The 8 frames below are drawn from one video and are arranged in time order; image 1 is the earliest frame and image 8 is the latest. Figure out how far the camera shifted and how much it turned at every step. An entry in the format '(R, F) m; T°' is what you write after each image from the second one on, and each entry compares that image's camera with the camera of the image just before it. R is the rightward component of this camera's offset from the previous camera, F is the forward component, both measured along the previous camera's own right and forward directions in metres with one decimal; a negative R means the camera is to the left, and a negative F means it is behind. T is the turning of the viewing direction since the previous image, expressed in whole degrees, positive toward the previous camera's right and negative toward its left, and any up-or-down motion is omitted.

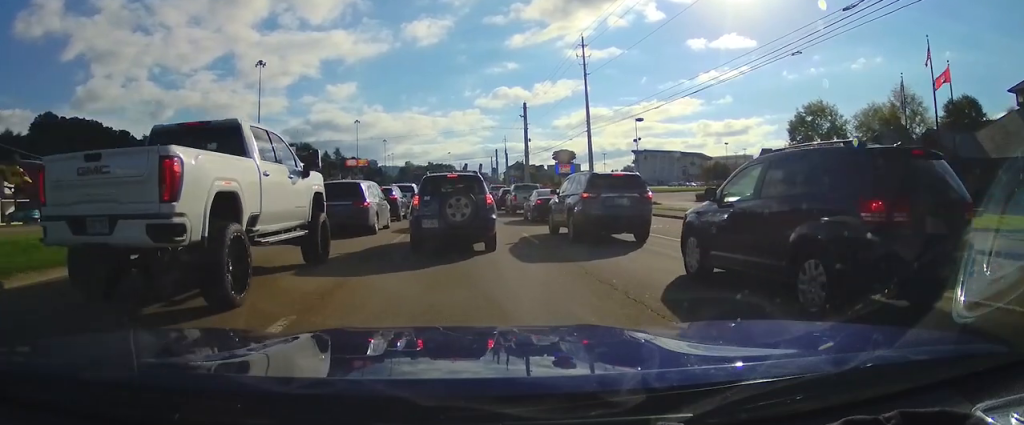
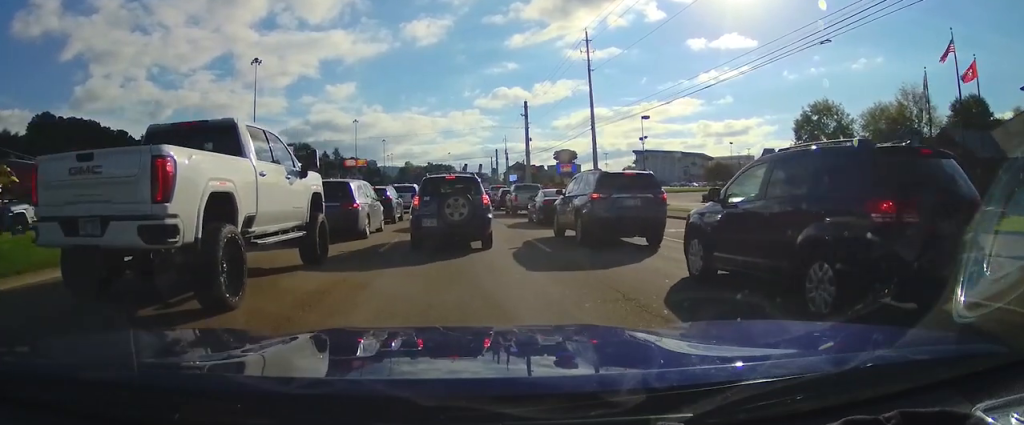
(+0.4, +3.7) m; +2°
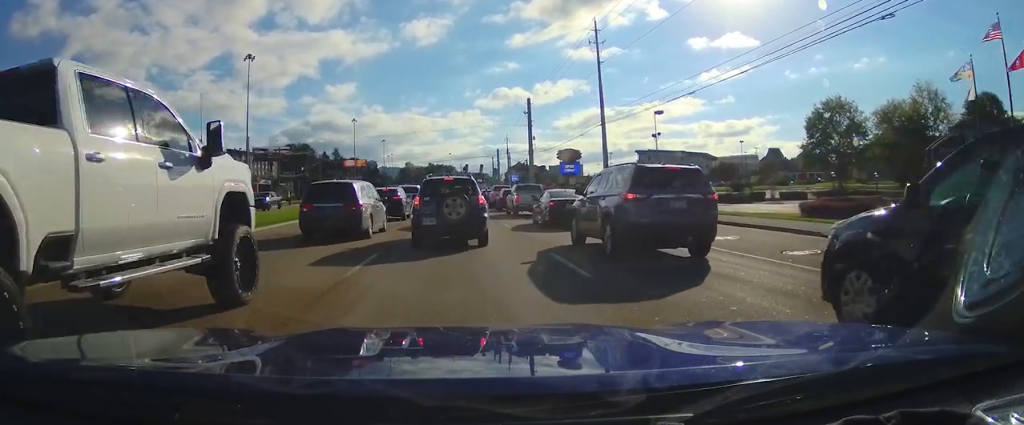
(0.0, +6.0) m; 0°
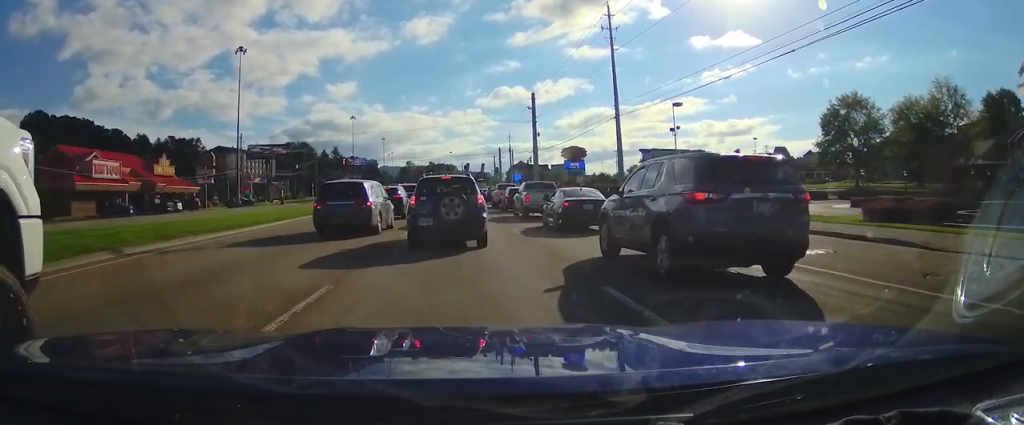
(-0.1, +5.3) m; -1°
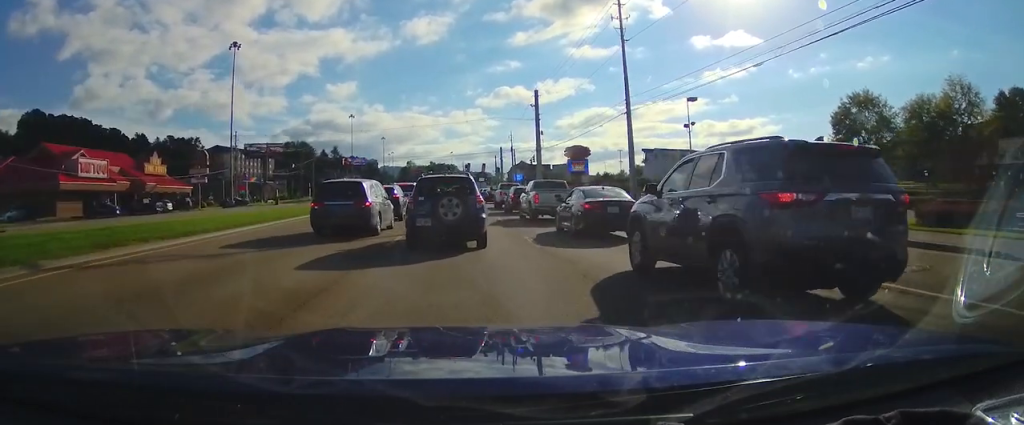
(+0.1, +4.5) m; 0°
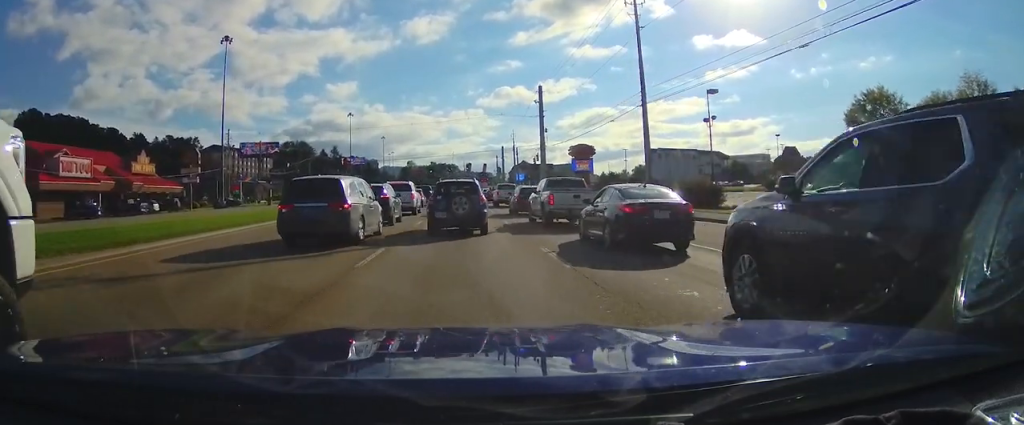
(0.0, +7.4) m; 0°
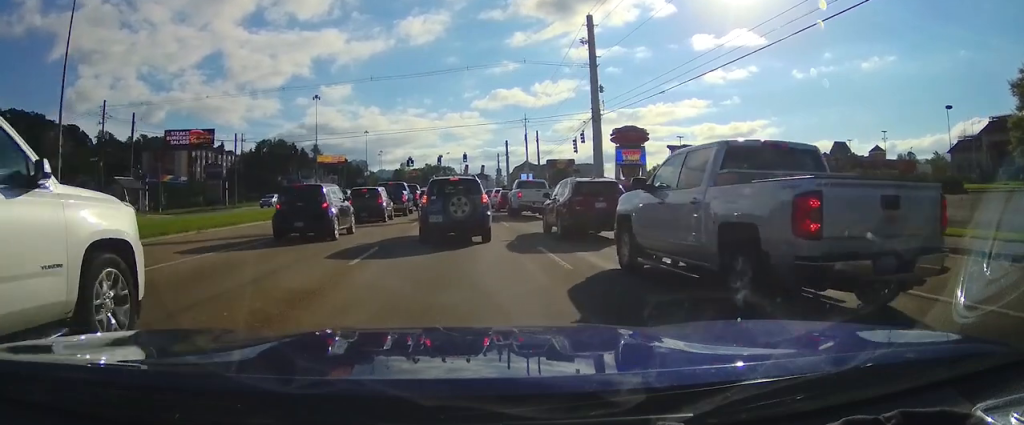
(+0.2, +28.1) m; -1°
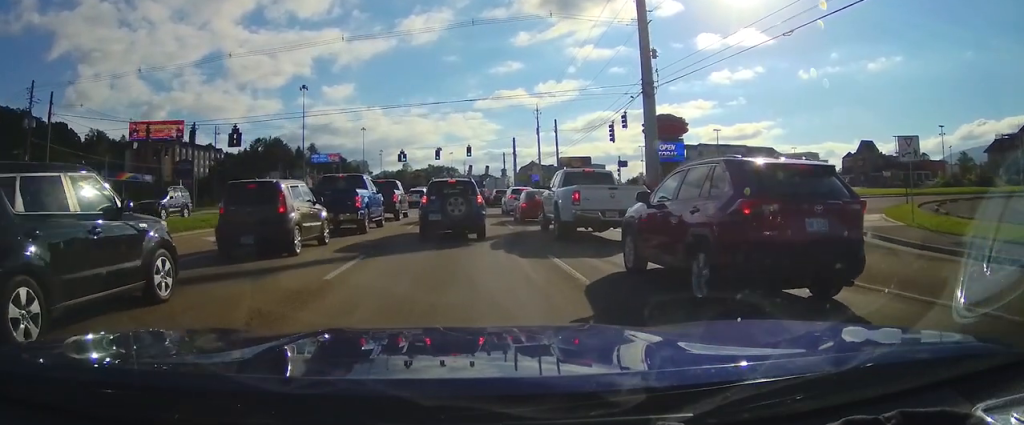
(-0.7, +13.2) m; -2°
